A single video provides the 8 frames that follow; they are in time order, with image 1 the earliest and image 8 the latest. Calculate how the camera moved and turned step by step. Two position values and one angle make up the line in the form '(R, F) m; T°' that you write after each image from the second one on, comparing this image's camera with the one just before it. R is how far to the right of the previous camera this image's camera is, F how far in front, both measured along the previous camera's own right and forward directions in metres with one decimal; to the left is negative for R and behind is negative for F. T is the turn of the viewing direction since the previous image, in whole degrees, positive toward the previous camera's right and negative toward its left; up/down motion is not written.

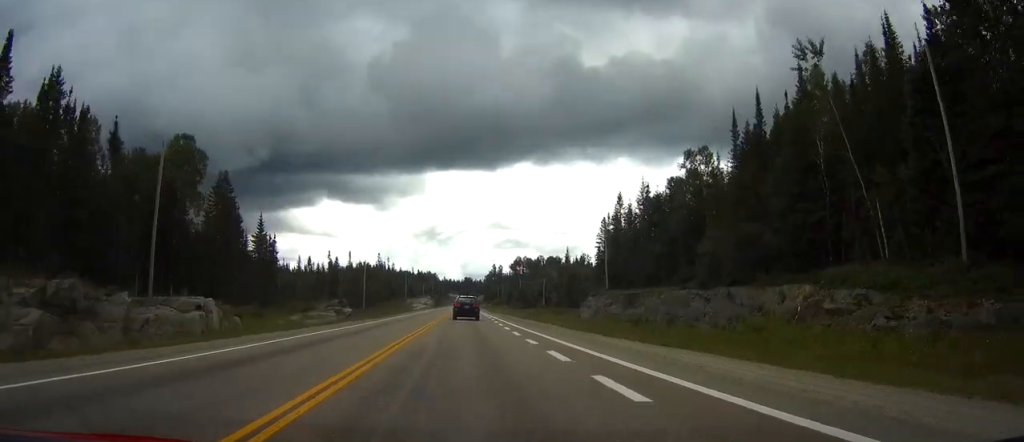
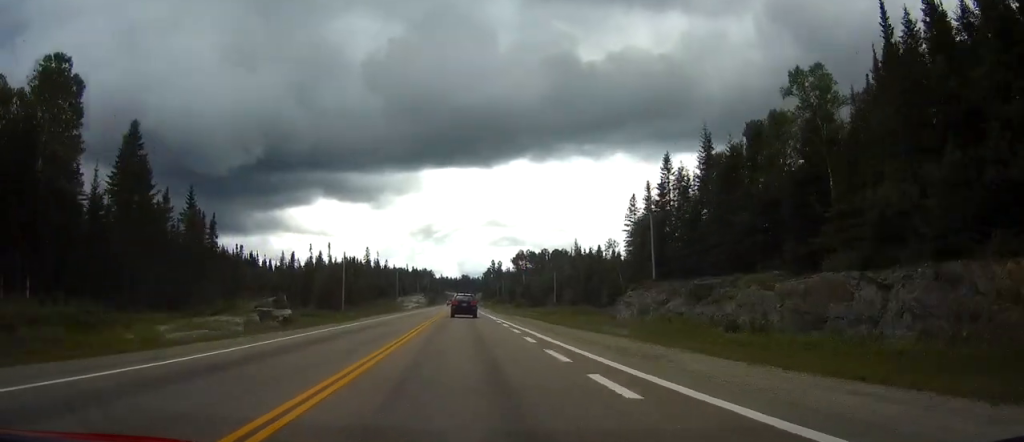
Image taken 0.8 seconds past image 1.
(+0.1, +24.0) m; 0°
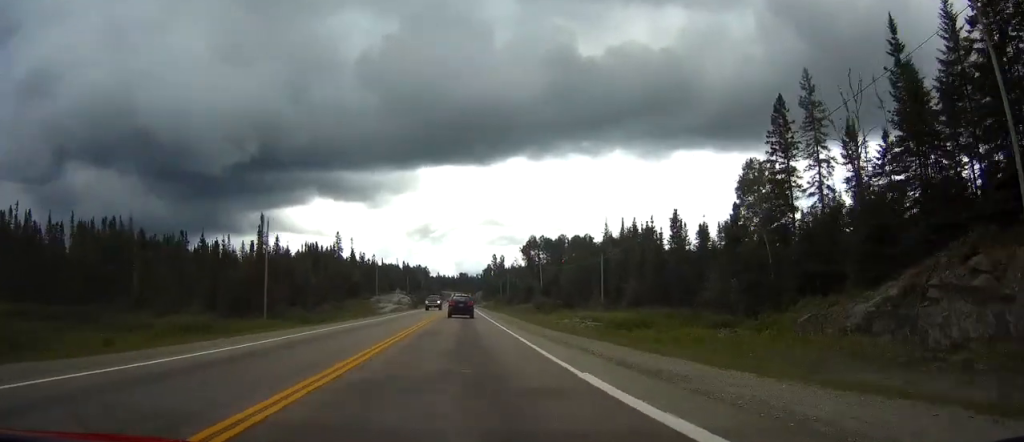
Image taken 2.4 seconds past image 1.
(+0.2, +50.4) m; 0°
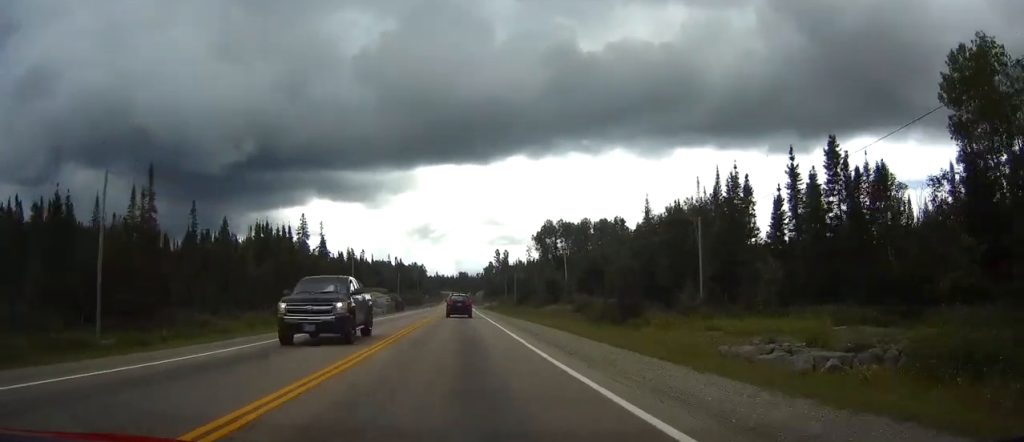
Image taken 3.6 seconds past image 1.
(-0.1, +39.1) m; 0°
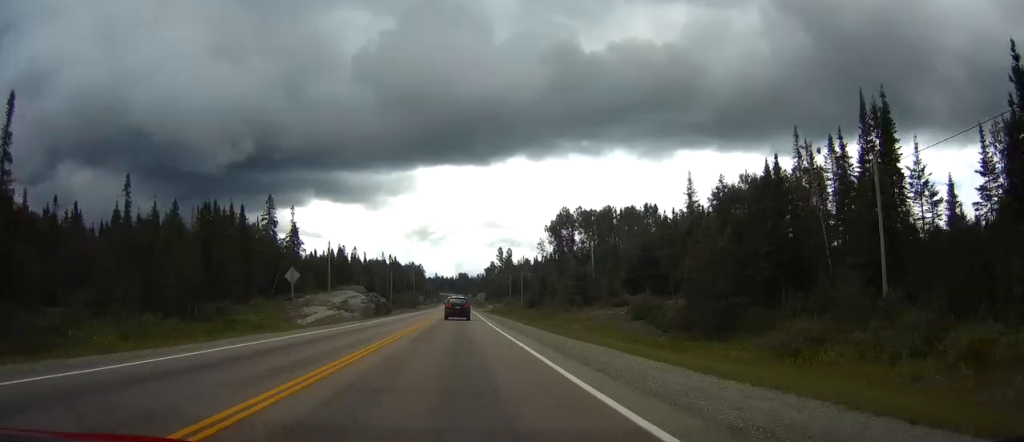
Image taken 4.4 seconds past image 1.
(-0.1, +25.5) m; 0°
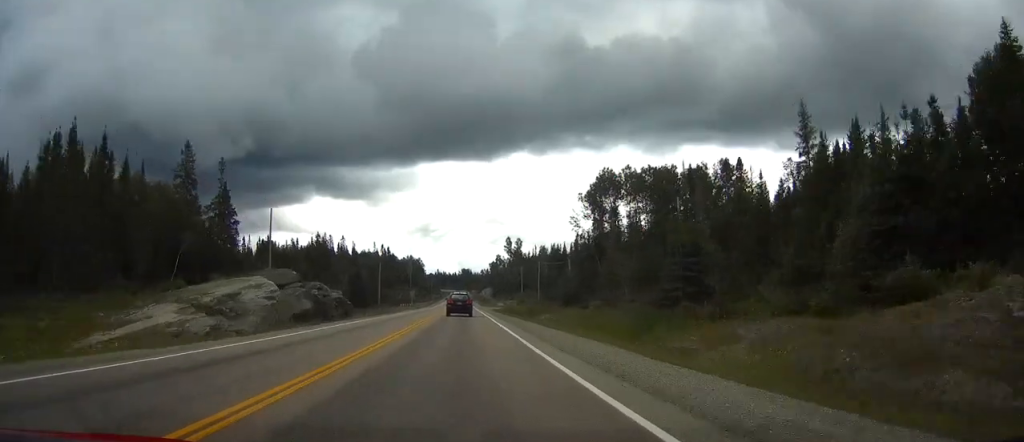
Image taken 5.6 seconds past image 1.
(0.0, +38.4) m; 0°
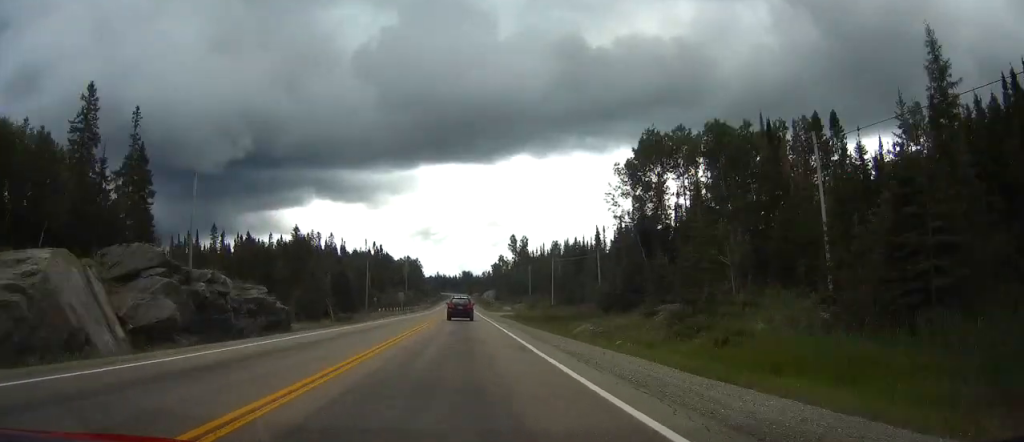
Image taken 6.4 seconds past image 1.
(0.0, +24.7) m; 0°
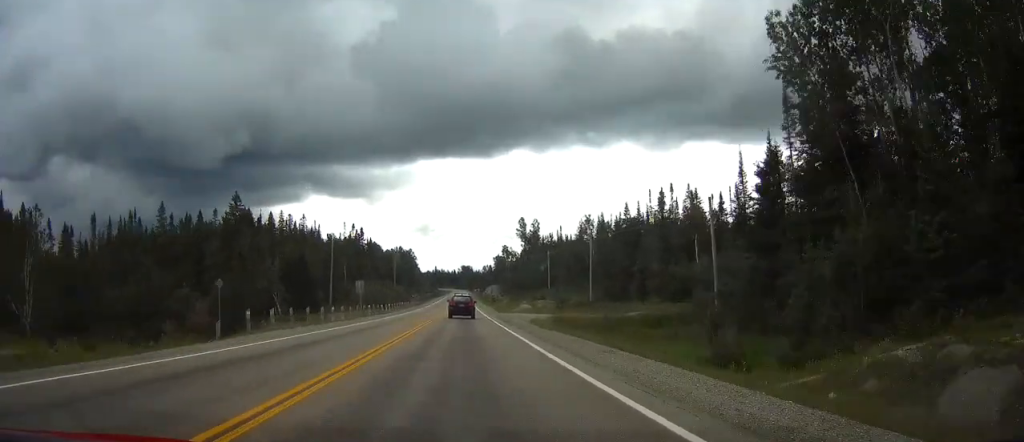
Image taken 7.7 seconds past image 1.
(0.0, +43.2) m; 0°
